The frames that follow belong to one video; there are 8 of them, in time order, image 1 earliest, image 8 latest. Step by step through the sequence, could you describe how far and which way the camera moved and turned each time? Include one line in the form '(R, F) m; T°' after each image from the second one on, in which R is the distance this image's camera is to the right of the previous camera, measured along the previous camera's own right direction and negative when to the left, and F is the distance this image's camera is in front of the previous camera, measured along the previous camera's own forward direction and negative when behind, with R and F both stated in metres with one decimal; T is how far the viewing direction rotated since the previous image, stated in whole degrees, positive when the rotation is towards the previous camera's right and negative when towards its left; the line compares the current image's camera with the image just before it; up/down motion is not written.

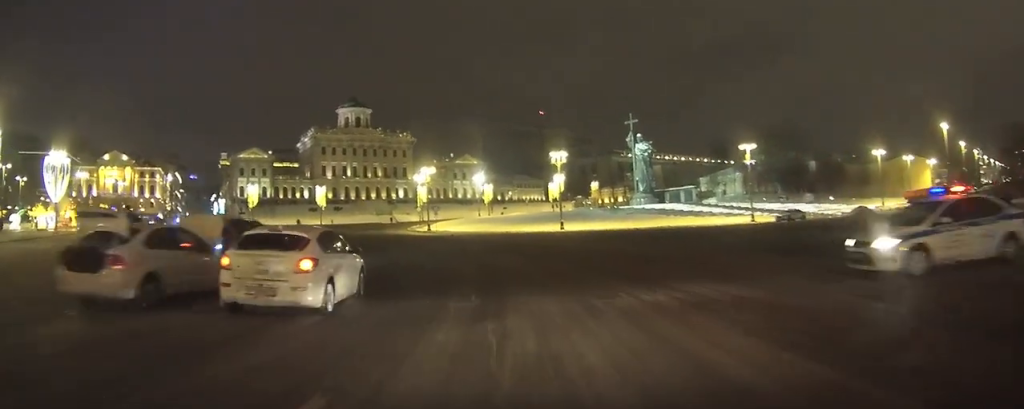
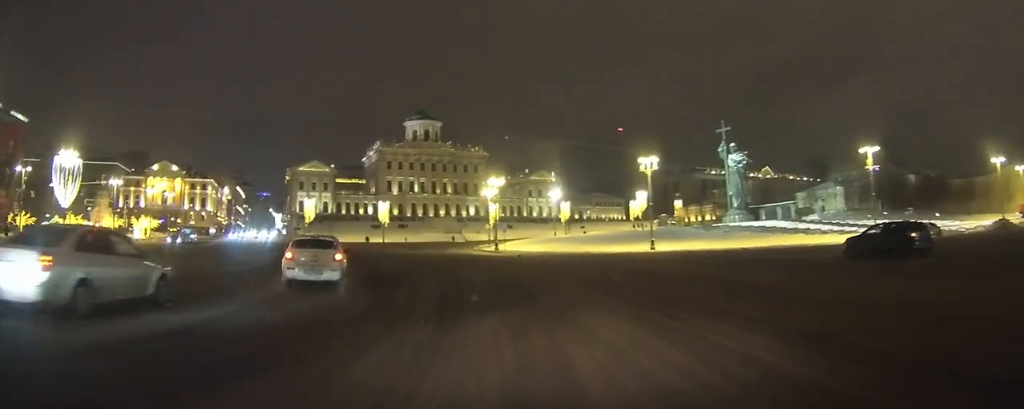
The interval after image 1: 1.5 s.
(-0.6, +12.8) m; -5°
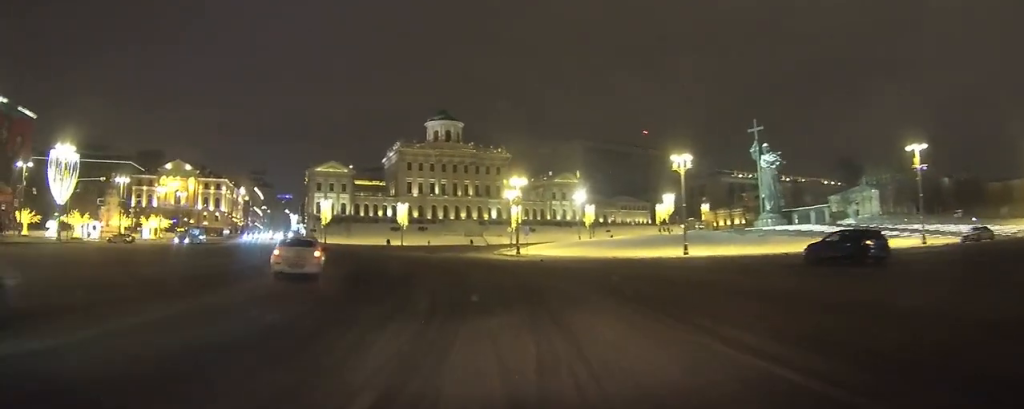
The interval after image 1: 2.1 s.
(0.0, +5.1) m; -2°
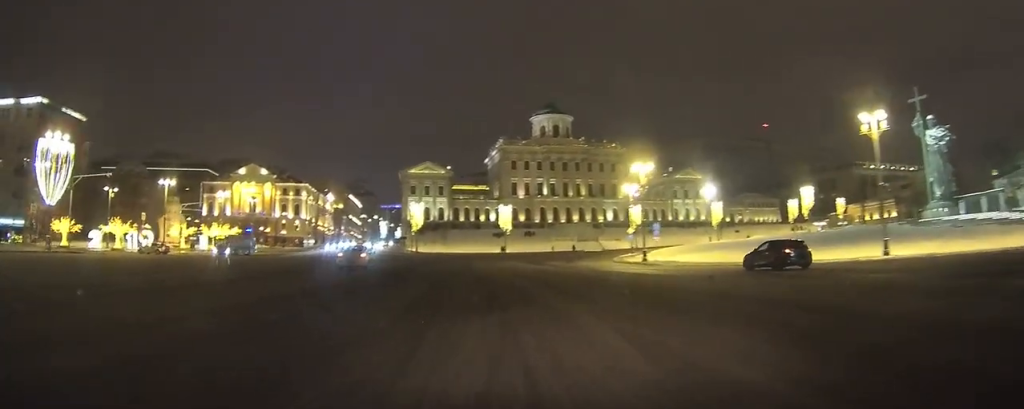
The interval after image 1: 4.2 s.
(-1.8, +19.7) m; -12°
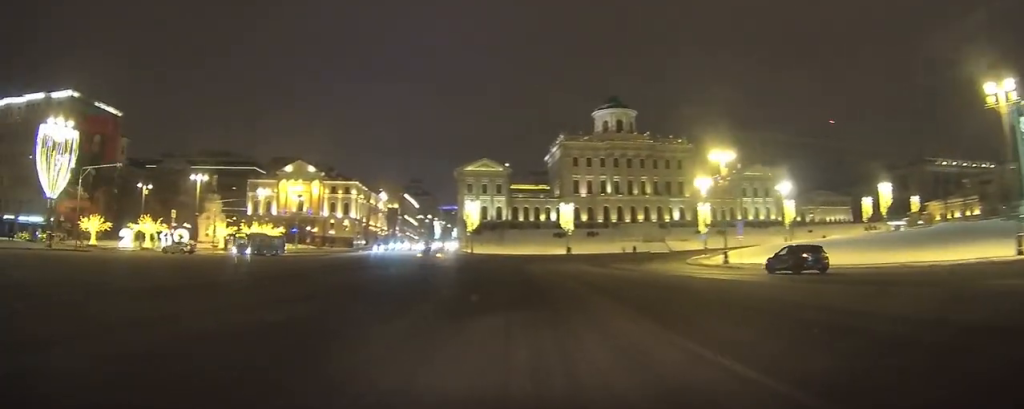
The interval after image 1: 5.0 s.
(-0.6, +8.4) m; -5°
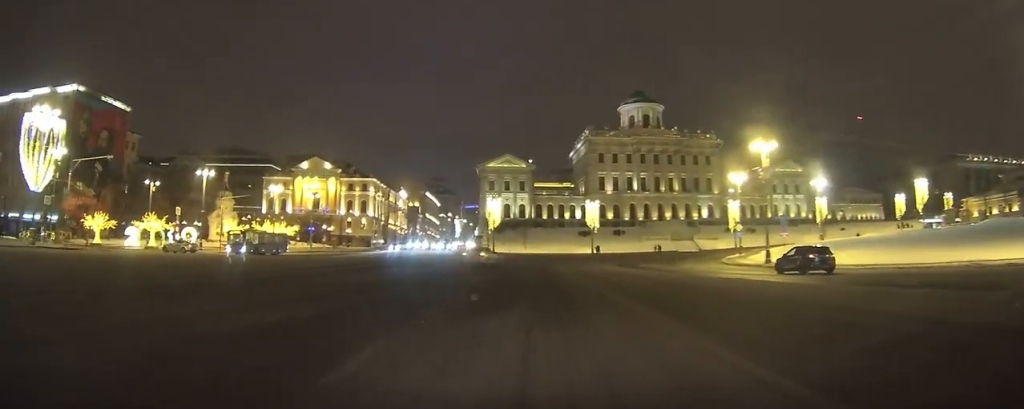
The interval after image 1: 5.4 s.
(-0.1, +5.1) m; -2°
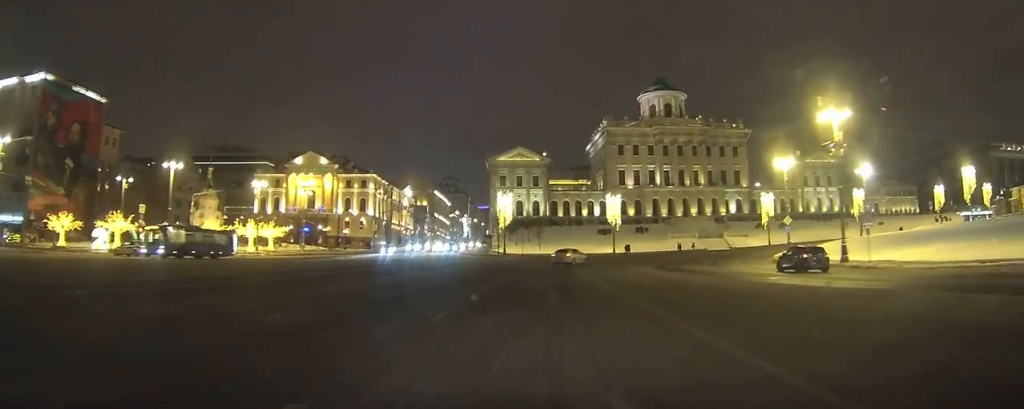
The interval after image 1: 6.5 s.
(-0.3, +12.2) m; -2°
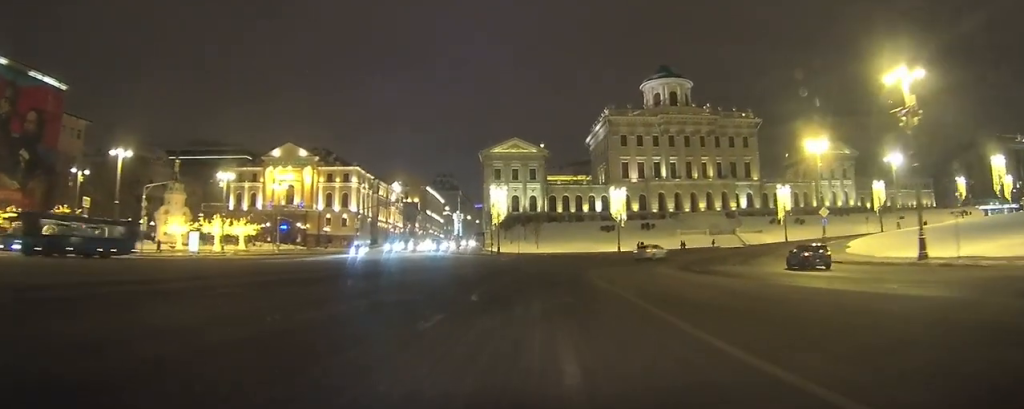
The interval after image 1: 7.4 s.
(0.0, +10.7) m; +1°
